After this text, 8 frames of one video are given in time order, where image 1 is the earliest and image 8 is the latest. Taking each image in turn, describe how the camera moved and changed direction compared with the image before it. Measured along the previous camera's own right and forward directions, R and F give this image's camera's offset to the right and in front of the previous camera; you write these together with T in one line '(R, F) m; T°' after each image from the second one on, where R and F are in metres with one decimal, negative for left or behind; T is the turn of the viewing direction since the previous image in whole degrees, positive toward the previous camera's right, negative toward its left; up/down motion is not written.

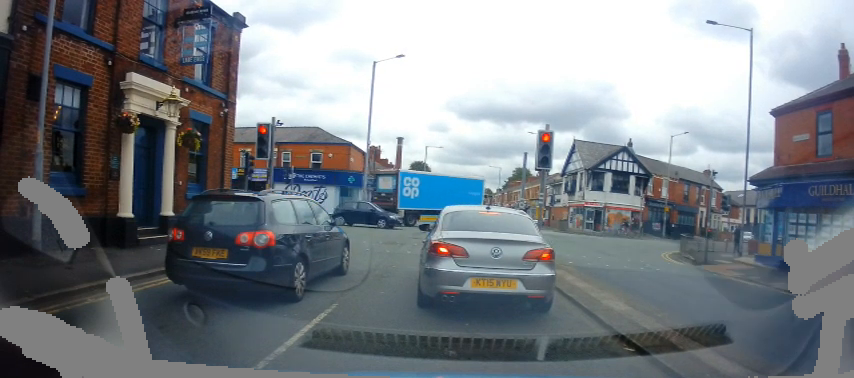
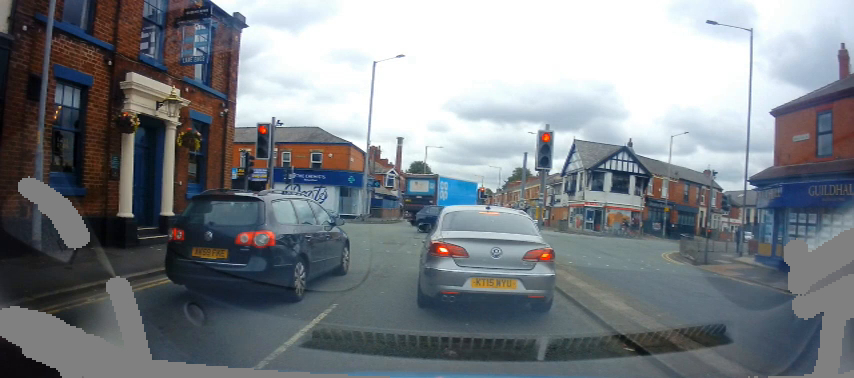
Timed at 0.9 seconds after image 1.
(0.0, 0.0) m; 0°
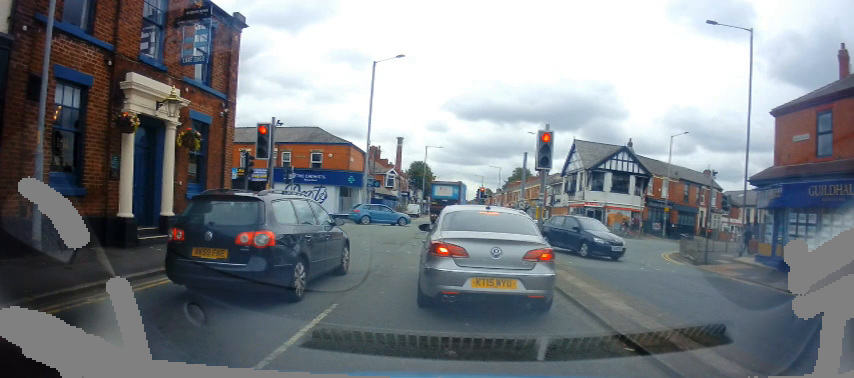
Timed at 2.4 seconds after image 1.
(0.0, 0.0) m; 0°
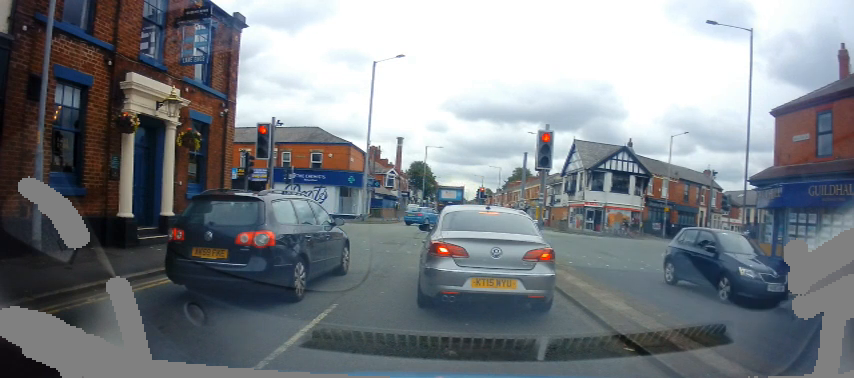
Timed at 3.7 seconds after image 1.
(0.0, 0.0) m; 0°
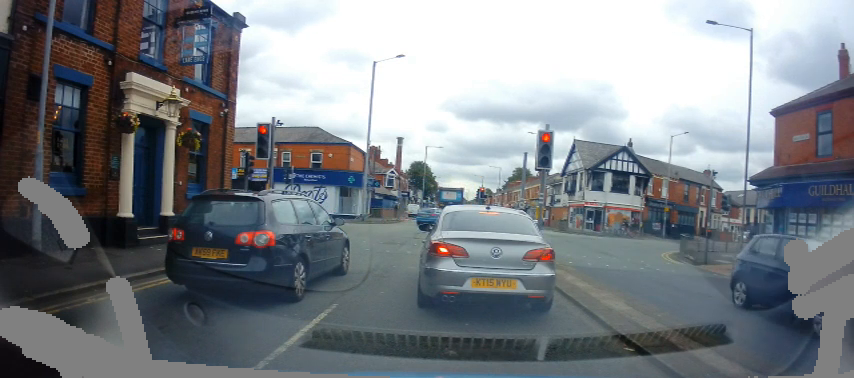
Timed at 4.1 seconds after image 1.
(0.0, 0.0) m; 0°
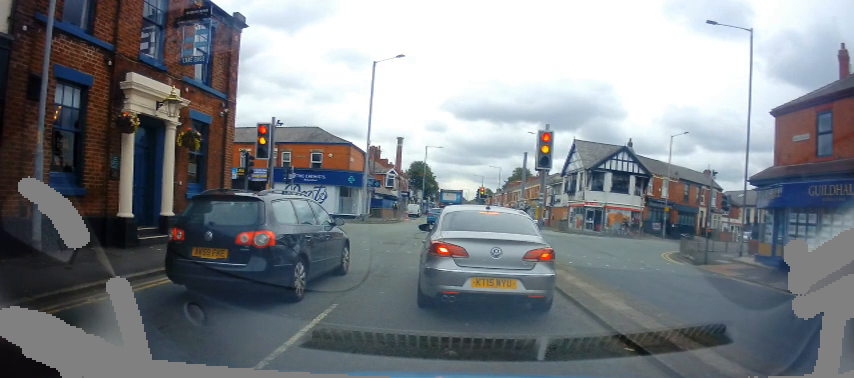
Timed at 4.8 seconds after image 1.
(0.0, 0.0) m; 0°
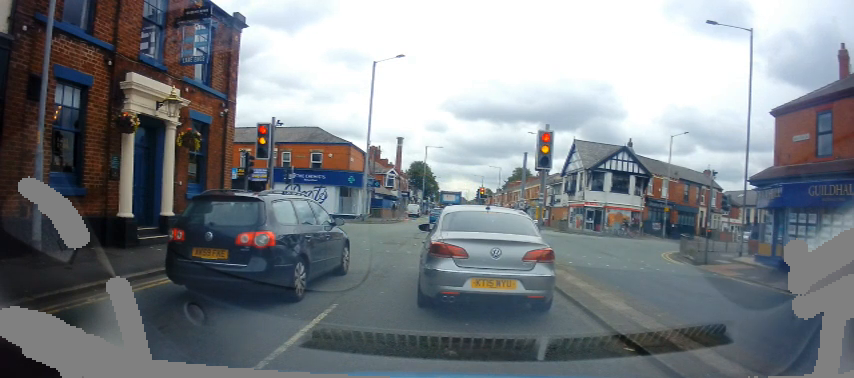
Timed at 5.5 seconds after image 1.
(0.0, 0.0) m; 0°
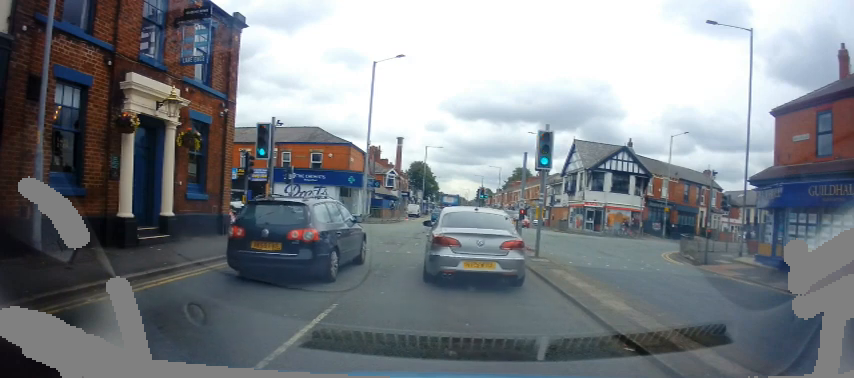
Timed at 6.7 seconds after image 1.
(0.0, +0.1) m; 0°
